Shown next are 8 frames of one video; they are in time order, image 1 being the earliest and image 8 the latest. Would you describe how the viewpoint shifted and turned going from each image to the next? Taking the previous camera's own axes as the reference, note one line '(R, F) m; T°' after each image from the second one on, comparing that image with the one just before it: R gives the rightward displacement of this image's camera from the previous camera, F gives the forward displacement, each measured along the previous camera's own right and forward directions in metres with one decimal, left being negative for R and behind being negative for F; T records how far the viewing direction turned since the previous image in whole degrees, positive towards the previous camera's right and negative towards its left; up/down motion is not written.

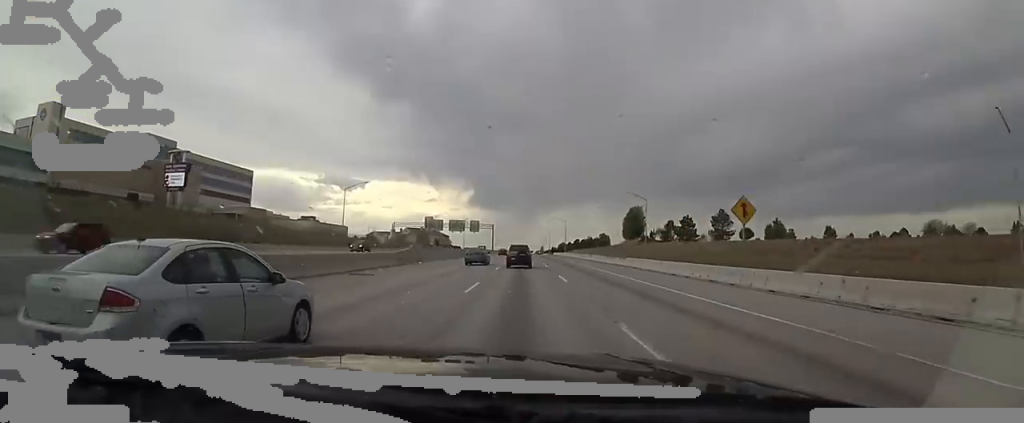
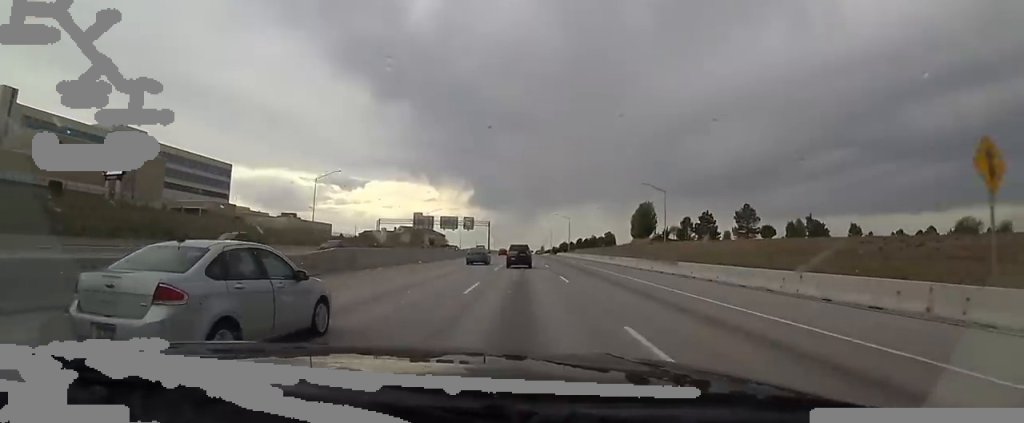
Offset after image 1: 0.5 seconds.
(0.0, +15.2) m; +2°
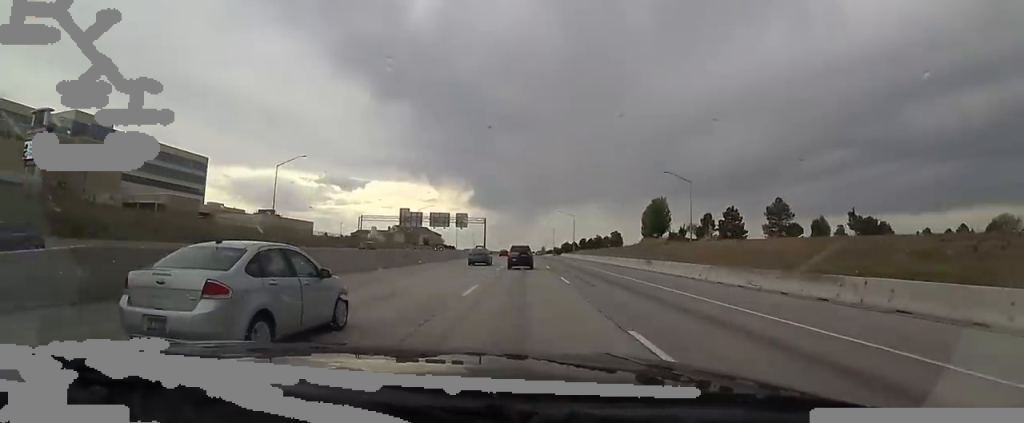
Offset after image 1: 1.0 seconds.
(-0.1, +15.2) m; +1°
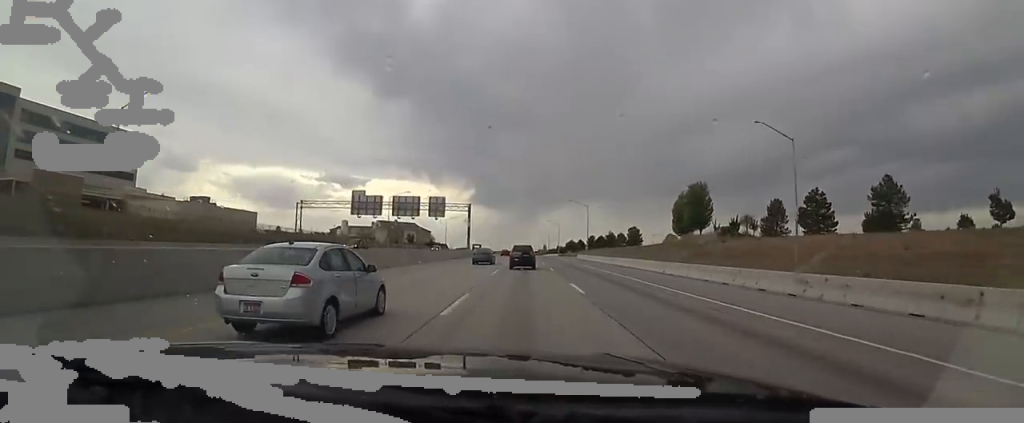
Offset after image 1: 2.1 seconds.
(+1.0, +33.8) m; -1°
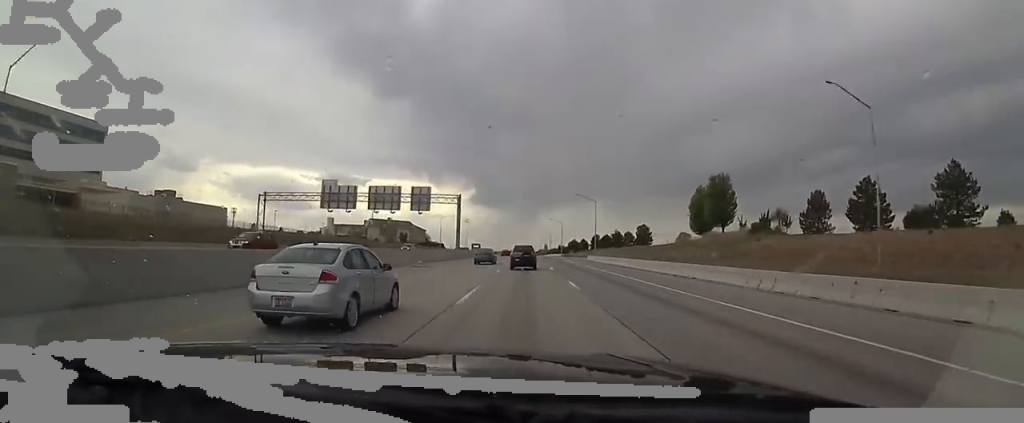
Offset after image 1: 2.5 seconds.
(-0.5, +13.4) m; -1°
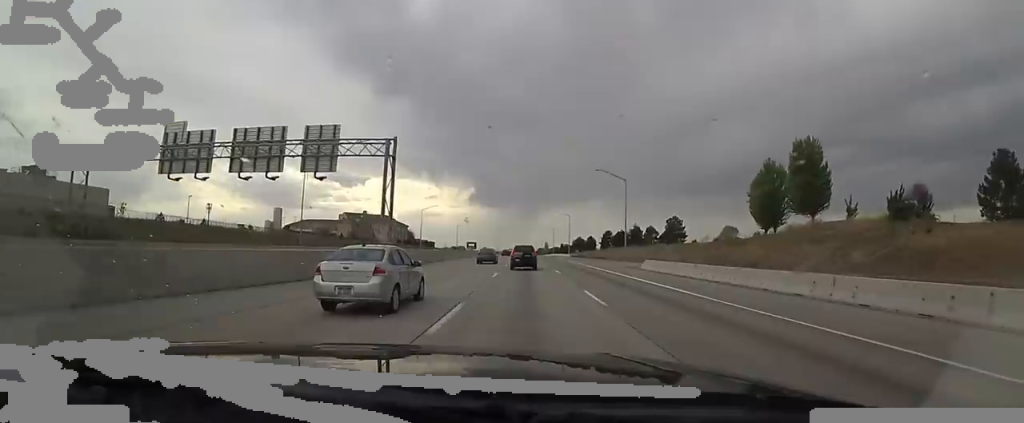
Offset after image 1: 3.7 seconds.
(-0.6, +35.2) m; -1°
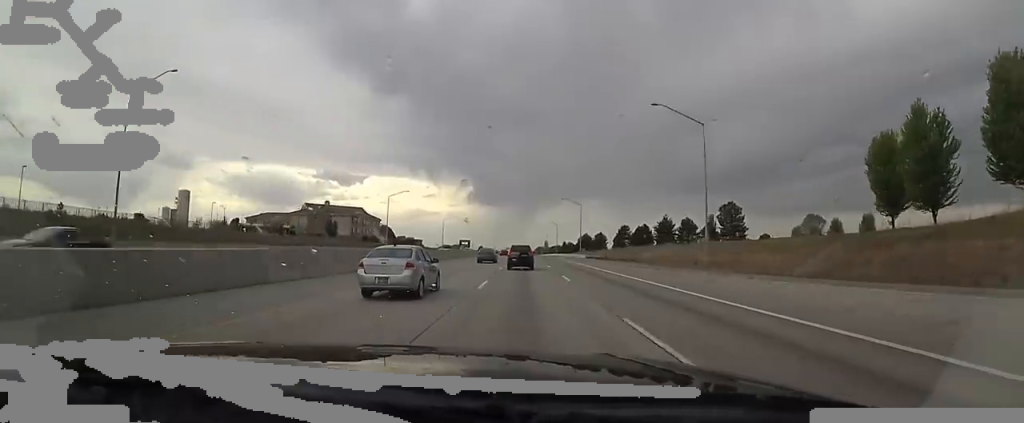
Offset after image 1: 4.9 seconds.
(0.0, +37.2) m; 0°
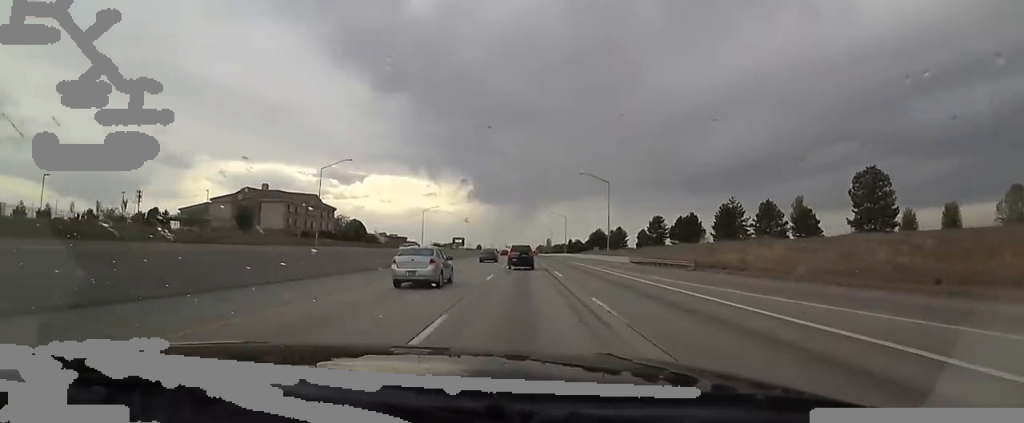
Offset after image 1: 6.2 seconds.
(+0.9, +41.1) m; +3°
